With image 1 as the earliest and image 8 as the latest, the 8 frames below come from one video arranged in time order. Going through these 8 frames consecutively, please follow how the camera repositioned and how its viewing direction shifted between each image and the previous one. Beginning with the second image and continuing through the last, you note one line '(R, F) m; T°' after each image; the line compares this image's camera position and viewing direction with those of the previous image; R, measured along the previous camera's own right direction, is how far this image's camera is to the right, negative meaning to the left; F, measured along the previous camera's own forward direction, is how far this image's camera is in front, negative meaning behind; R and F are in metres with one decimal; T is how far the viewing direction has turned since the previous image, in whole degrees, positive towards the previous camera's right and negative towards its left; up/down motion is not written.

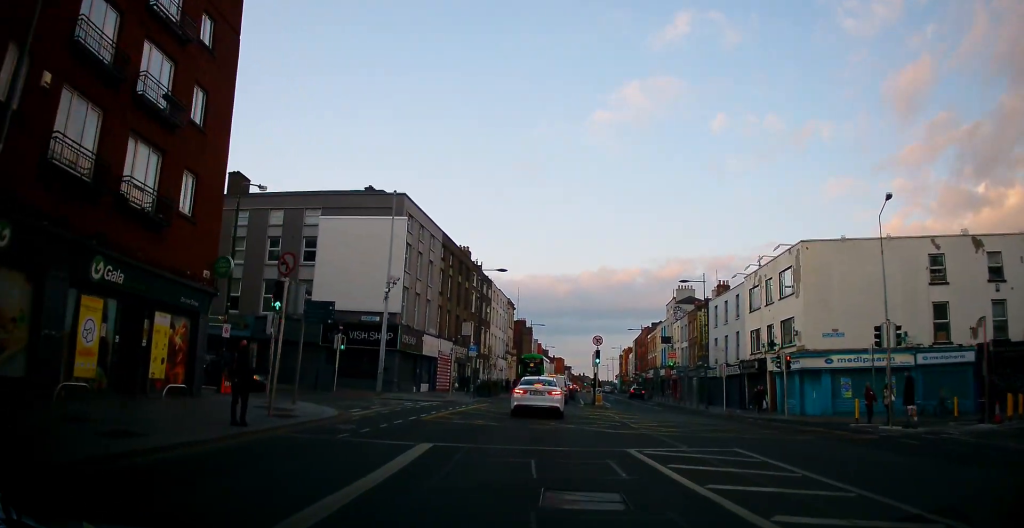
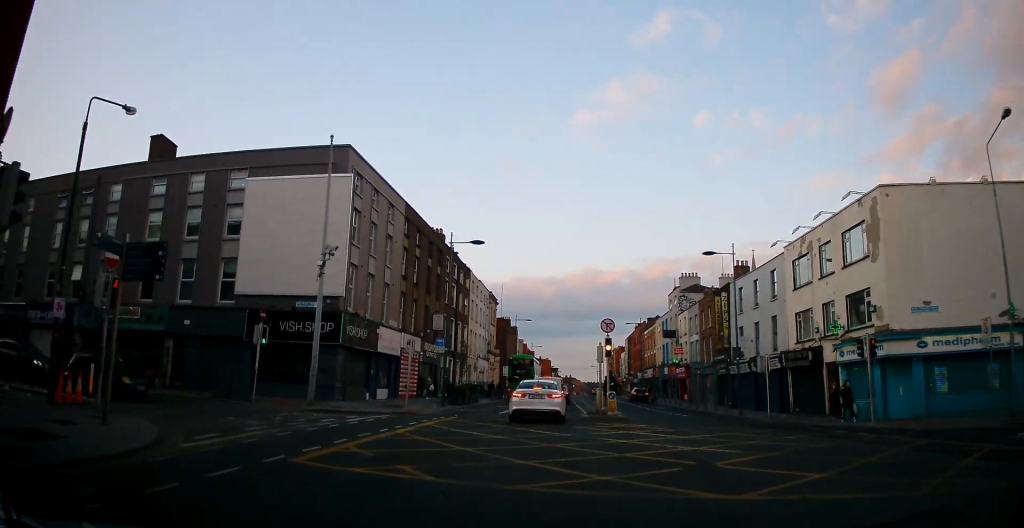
(+0.1, +9.9) m; 0°
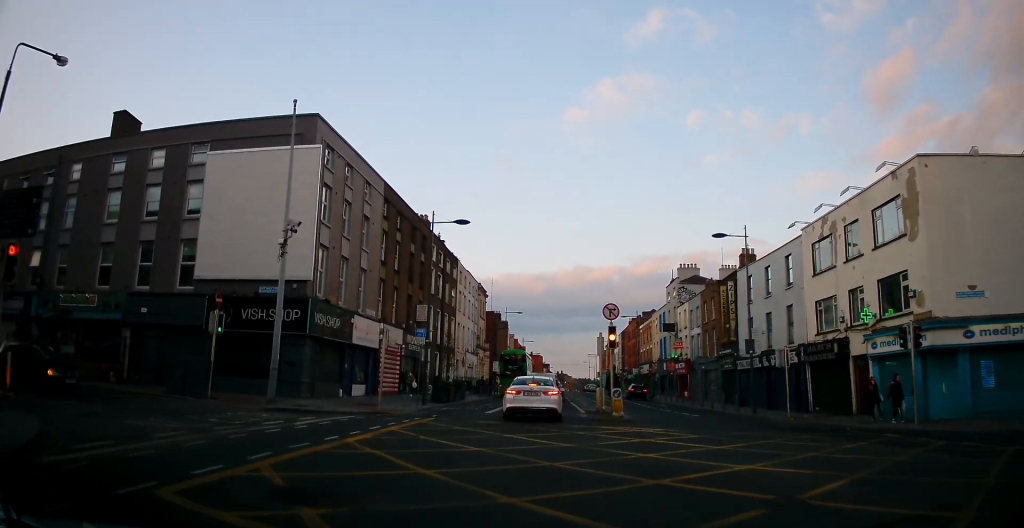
(0.0, +3.7) m; 0°
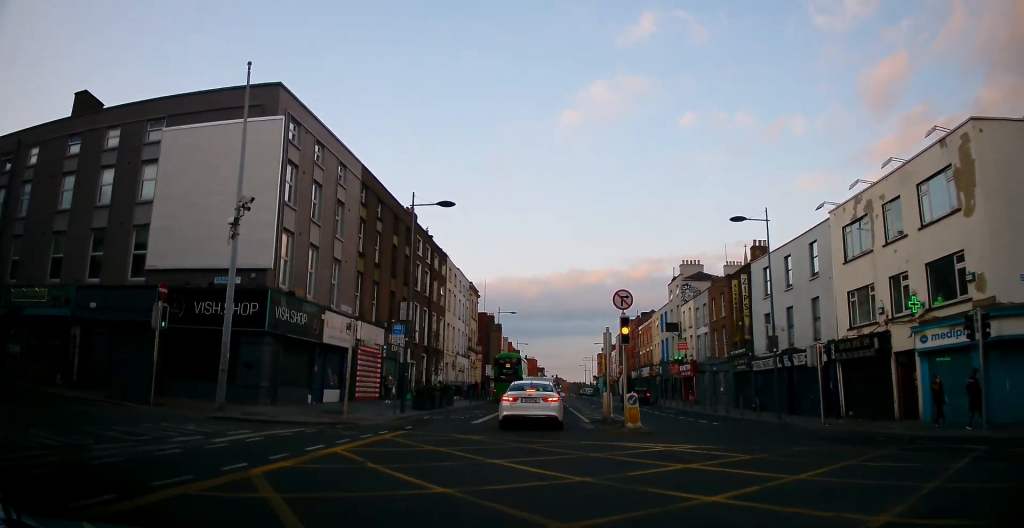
(0.0, +4.0) m; 0°
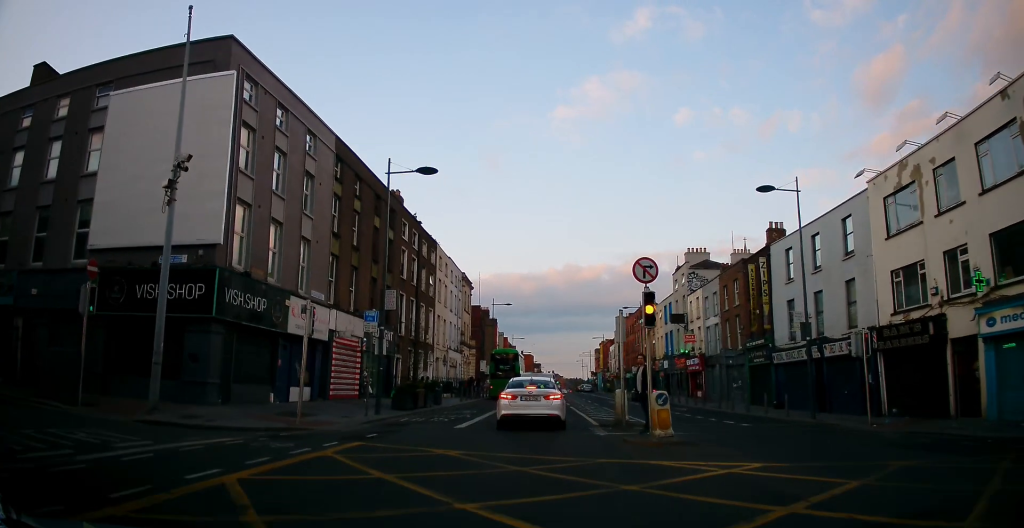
(0.0, +4.1) m; +1°
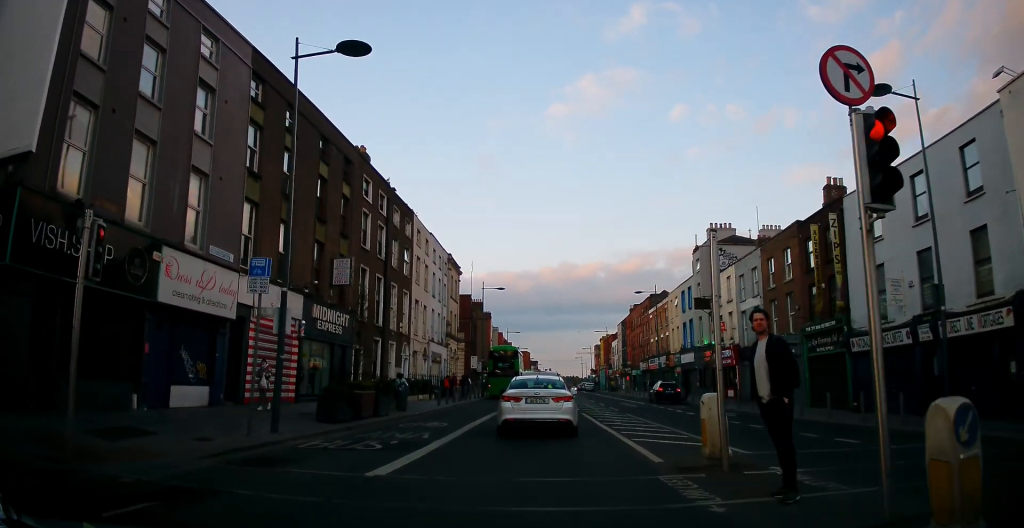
(+0.4, +10.2) m; +1°
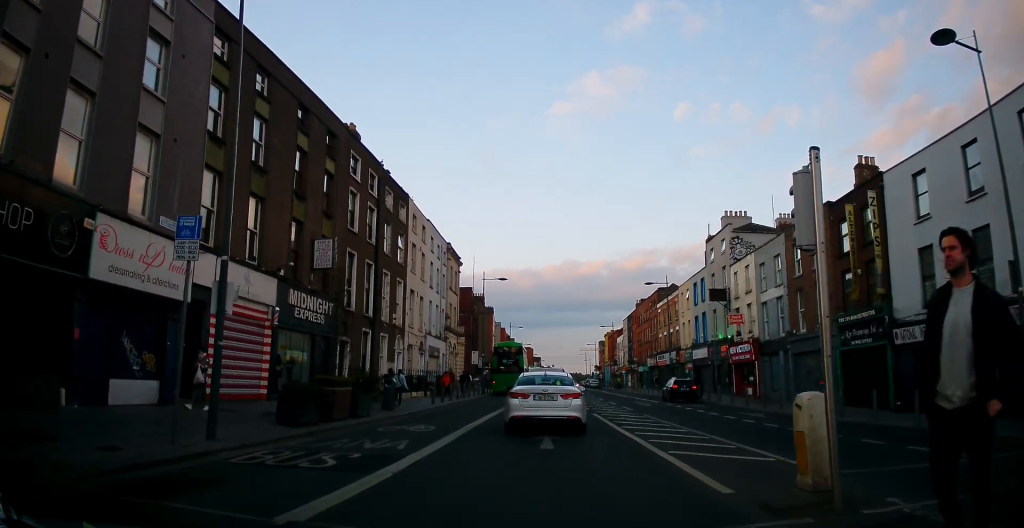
(0.0, +3.5) m; -4°
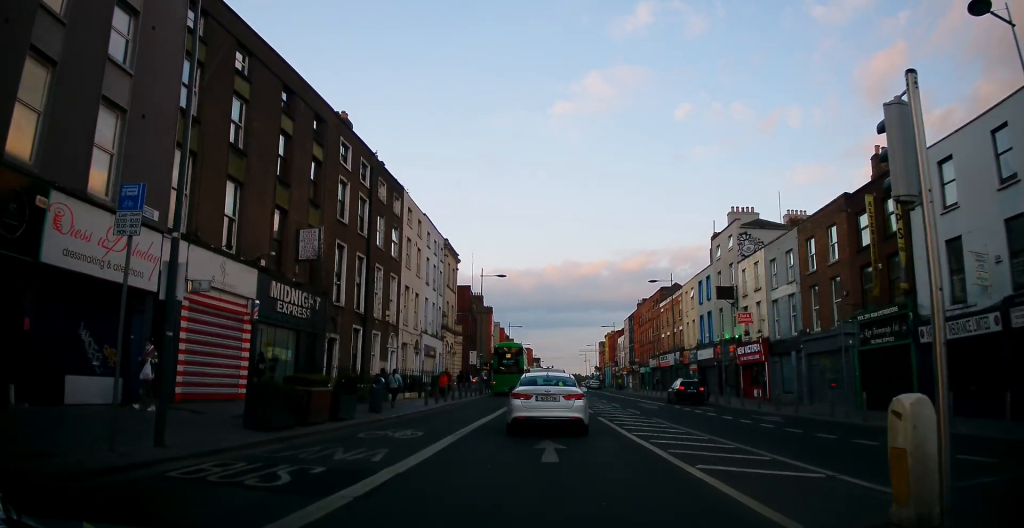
(-0.2, +1.8) m; +1°
